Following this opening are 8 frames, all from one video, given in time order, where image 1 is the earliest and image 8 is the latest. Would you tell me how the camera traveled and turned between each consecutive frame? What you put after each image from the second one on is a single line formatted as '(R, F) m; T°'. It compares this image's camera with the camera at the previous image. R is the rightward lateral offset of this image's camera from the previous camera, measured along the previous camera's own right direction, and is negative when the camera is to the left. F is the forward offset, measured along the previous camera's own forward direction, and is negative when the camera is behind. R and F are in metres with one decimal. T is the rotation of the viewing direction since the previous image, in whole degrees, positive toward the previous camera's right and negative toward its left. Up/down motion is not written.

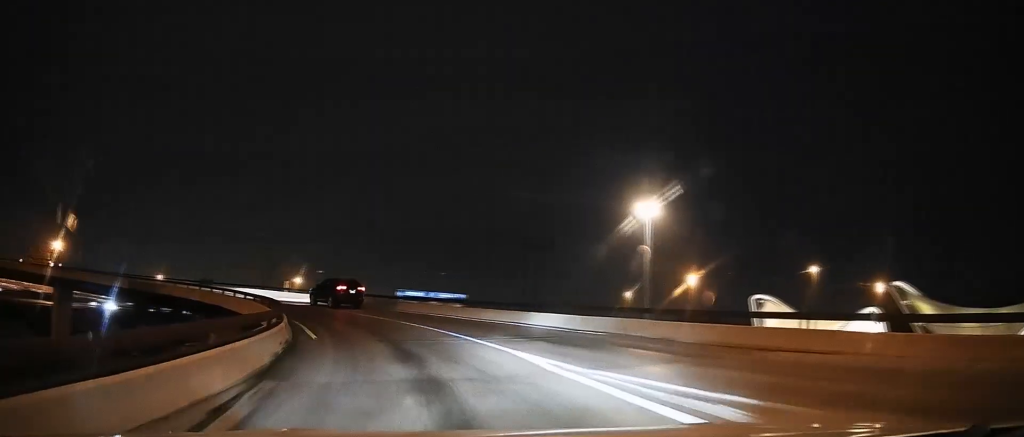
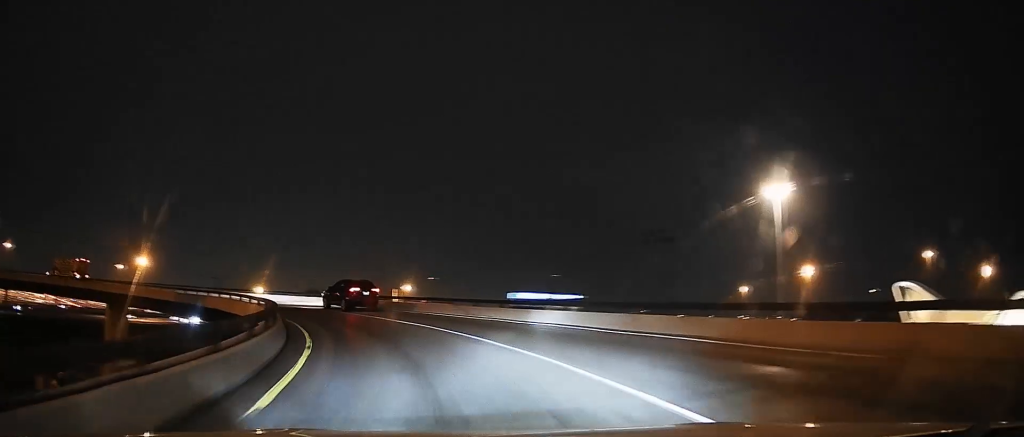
(-0.6, +9.5) m; -11°
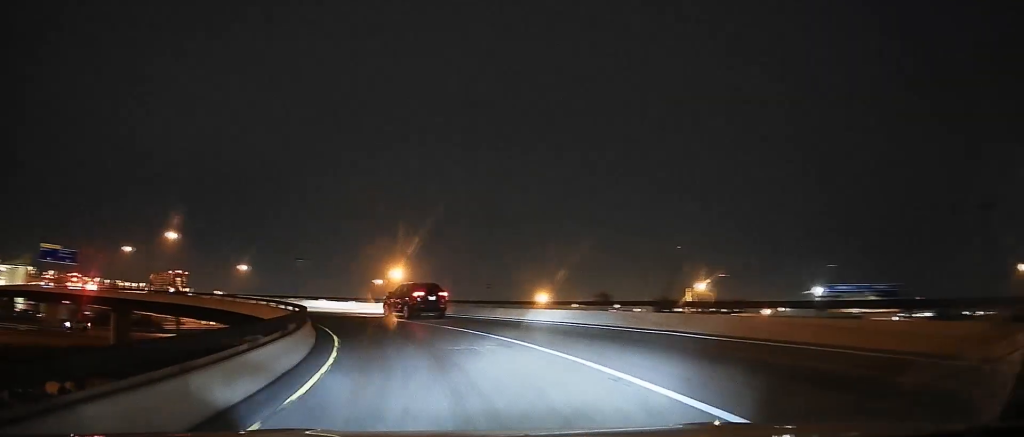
(-5.8, +20.9) m; -29°
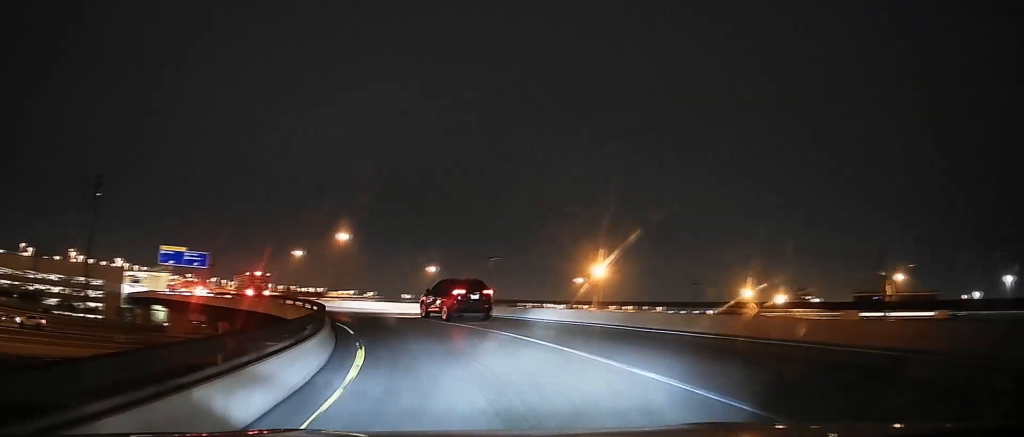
(-3.0, +17.6) m; -22°
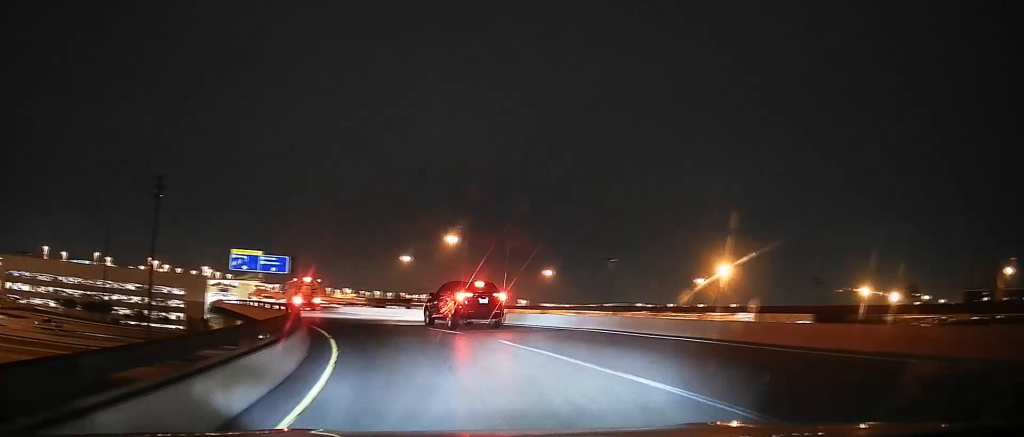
(-2.1, +12.9) m; -13°
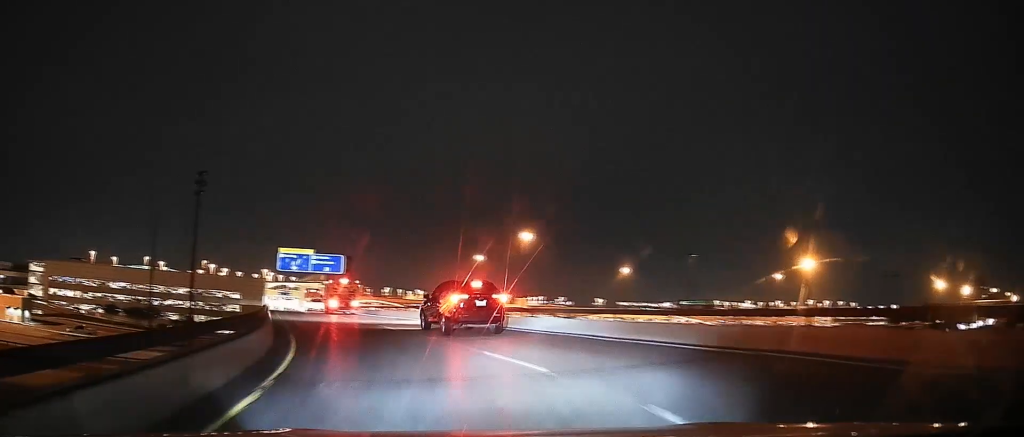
(-0.5, +9.1) m; -7°
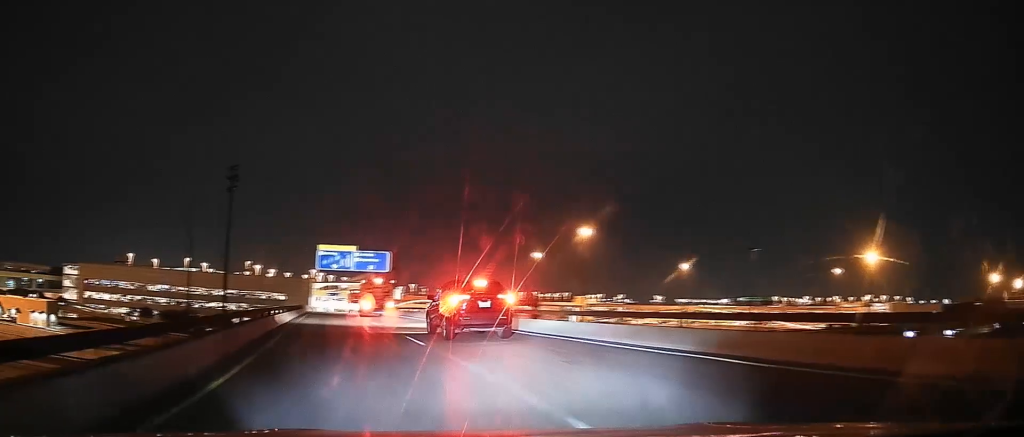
(-0.4, +6.7) m; -6°
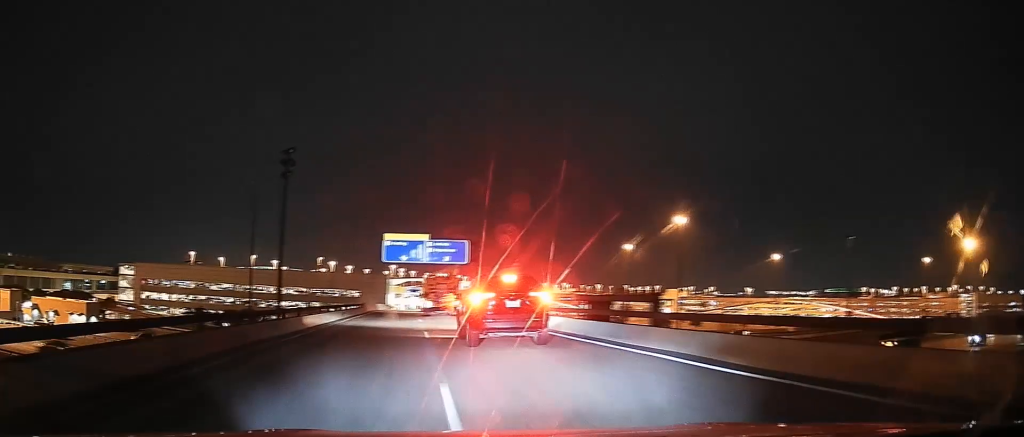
(-1.0, +11.0) m; -10°
